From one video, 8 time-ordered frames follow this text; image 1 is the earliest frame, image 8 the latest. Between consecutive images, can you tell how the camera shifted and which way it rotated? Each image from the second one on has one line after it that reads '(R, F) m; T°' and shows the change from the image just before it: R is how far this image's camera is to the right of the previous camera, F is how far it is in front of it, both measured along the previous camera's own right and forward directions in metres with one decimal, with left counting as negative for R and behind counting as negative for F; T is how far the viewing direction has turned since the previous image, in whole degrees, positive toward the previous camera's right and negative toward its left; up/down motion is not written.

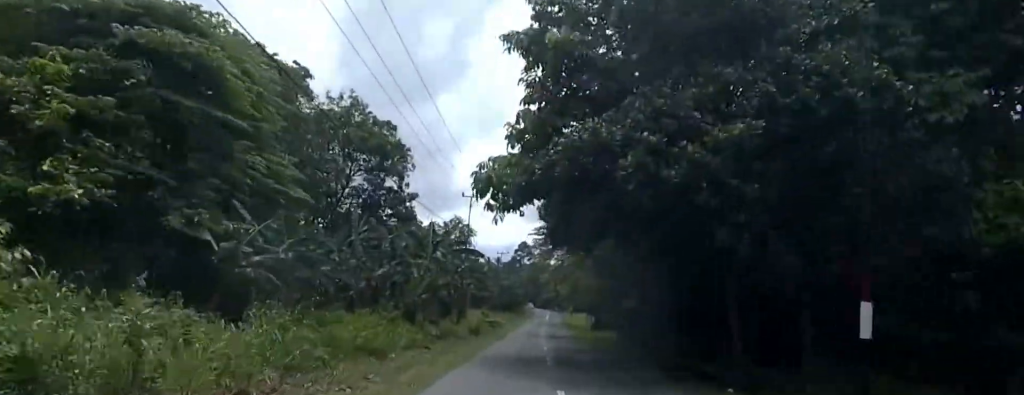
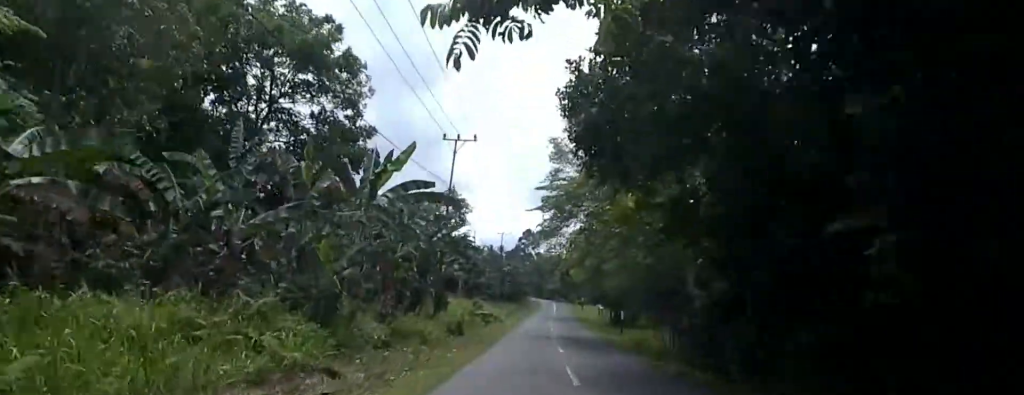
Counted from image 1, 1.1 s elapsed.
(+0.3, +12.8) m; +1°
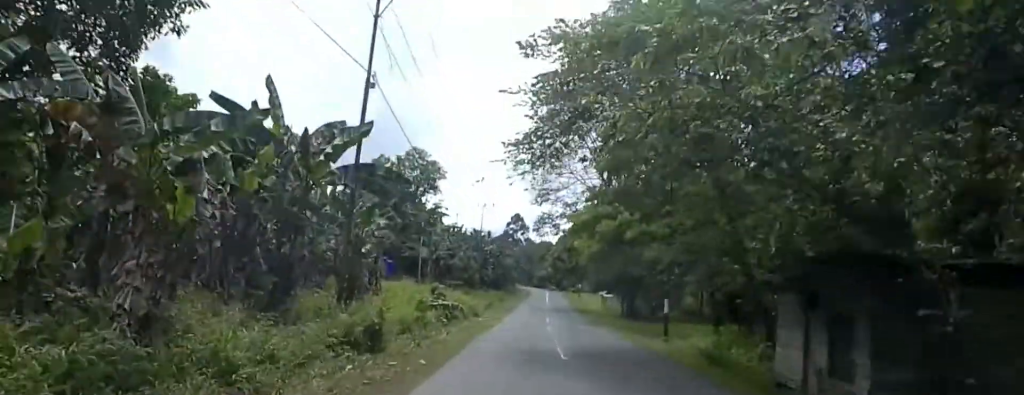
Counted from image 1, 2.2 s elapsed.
(0.0, +14.2) m; +1°
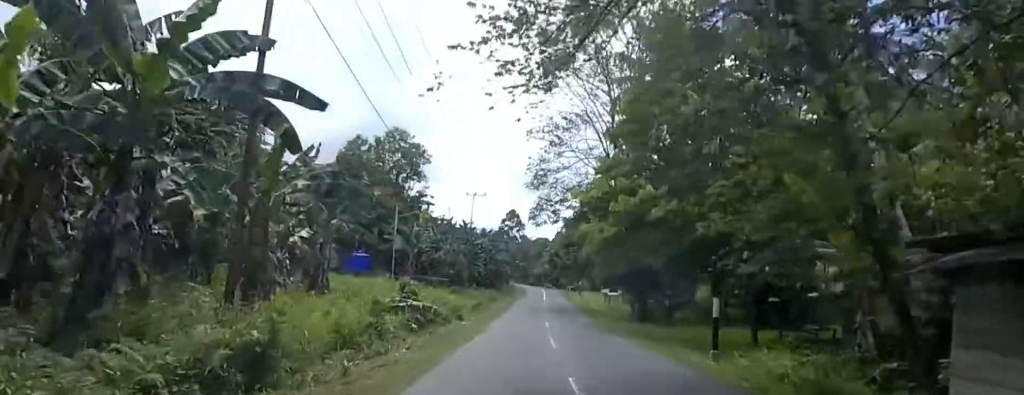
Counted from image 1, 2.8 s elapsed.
(0.0, +6.4) m; +1°
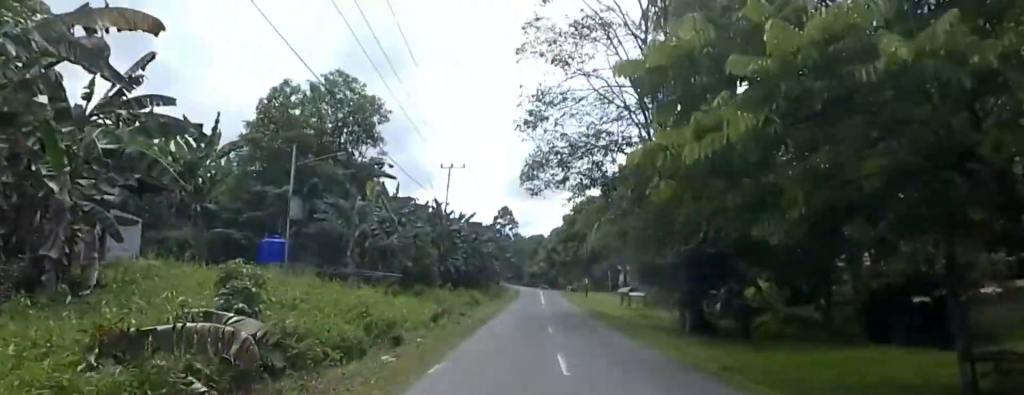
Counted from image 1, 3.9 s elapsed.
(+0.4, +13.2) m; +2°
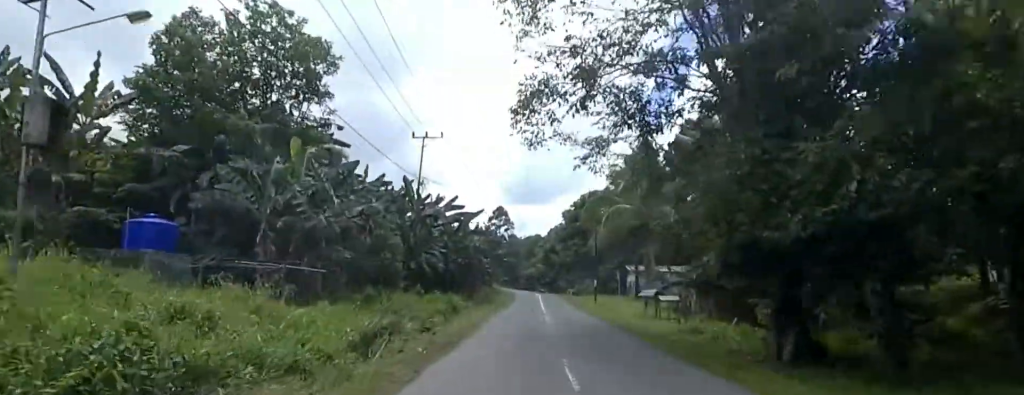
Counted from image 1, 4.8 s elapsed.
(0.0, +9.5) m; 0°
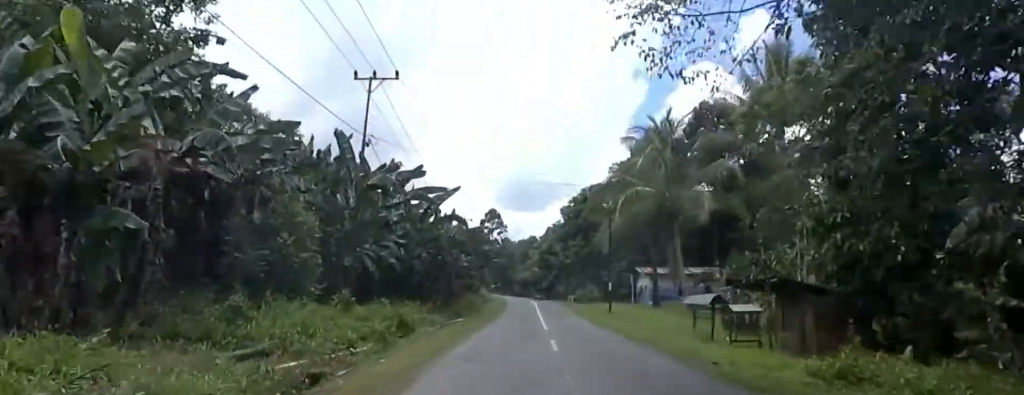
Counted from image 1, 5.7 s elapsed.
(+0.1, +10.3) m; -3°
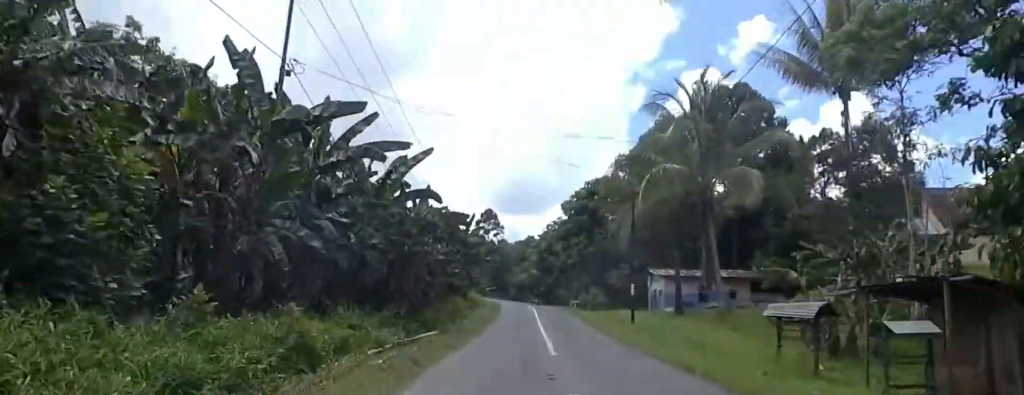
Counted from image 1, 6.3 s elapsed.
(-0.5, +7.7) m; -1°
